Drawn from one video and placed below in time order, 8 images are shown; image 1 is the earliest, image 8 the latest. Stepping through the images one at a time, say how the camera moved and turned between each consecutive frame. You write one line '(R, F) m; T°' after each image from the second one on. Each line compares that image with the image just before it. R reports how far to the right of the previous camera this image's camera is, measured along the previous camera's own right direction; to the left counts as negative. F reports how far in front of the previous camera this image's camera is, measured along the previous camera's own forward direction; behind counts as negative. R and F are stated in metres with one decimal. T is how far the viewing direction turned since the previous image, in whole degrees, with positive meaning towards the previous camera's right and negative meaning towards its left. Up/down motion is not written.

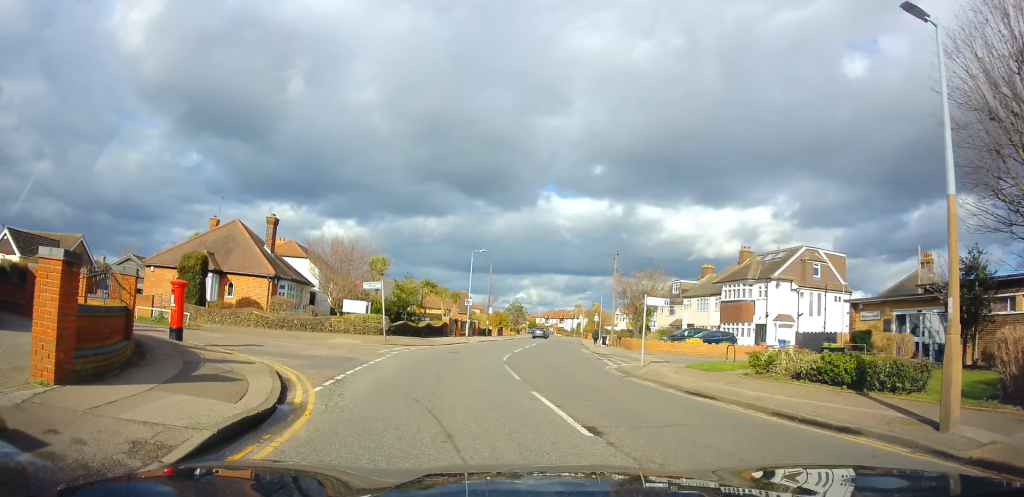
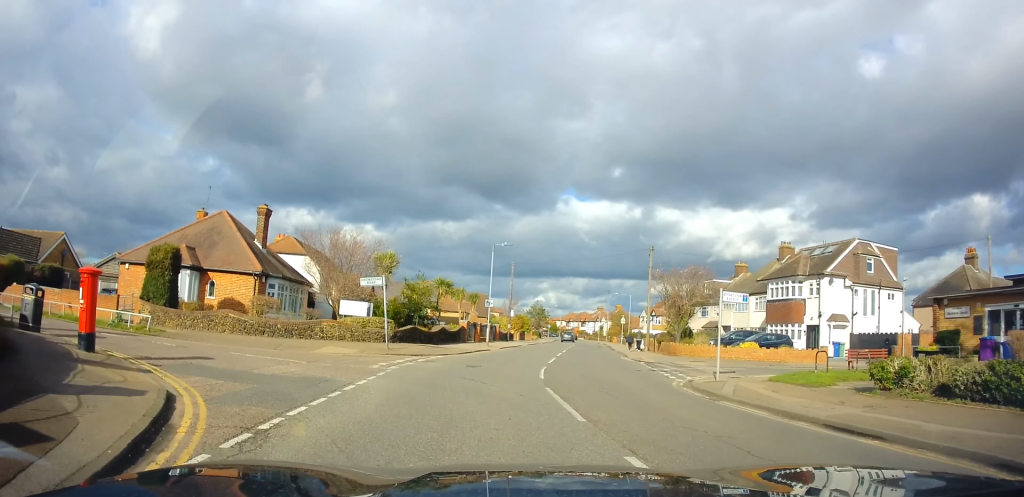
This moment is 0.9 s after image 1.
(+0.2, +4.7) m; -3°
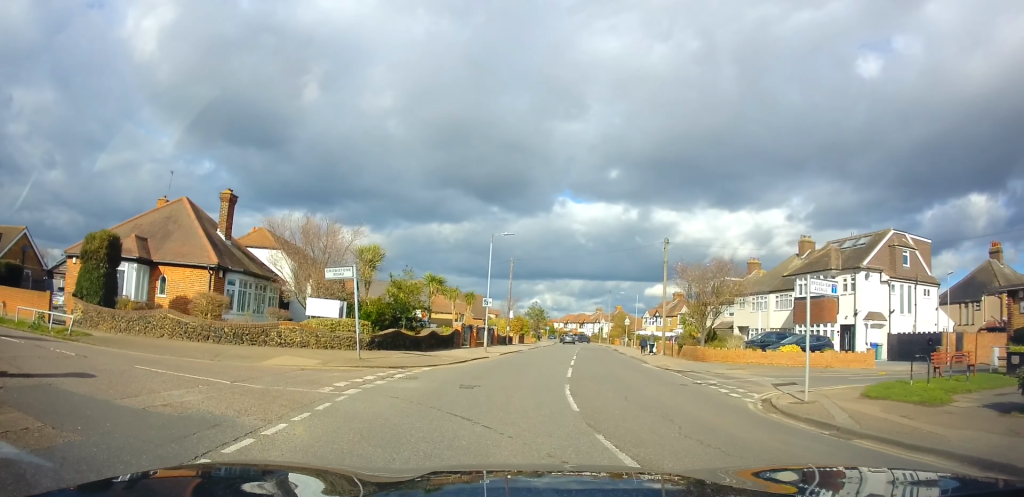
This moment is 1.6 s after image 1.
(-0.5, +4.5) m; +1°
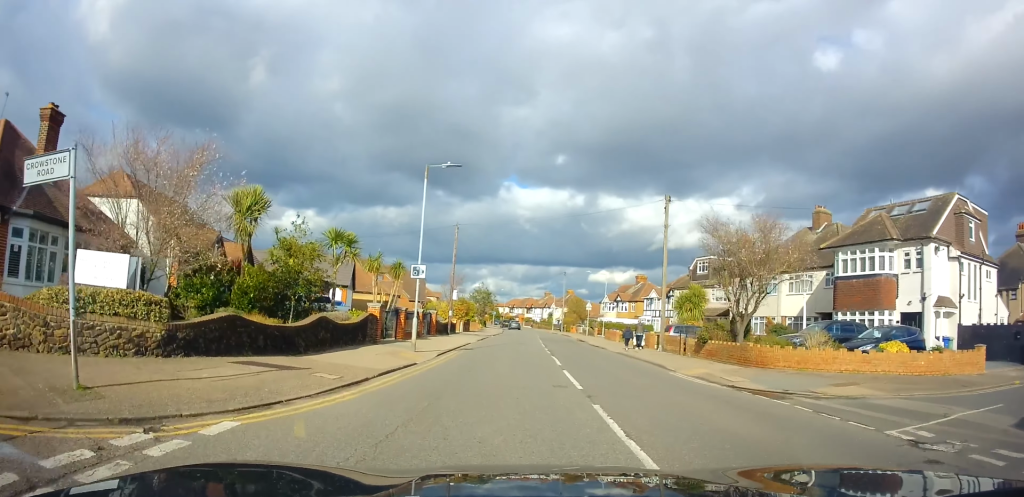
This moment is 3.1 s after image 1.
(+1.0, +10.6) m; +6°
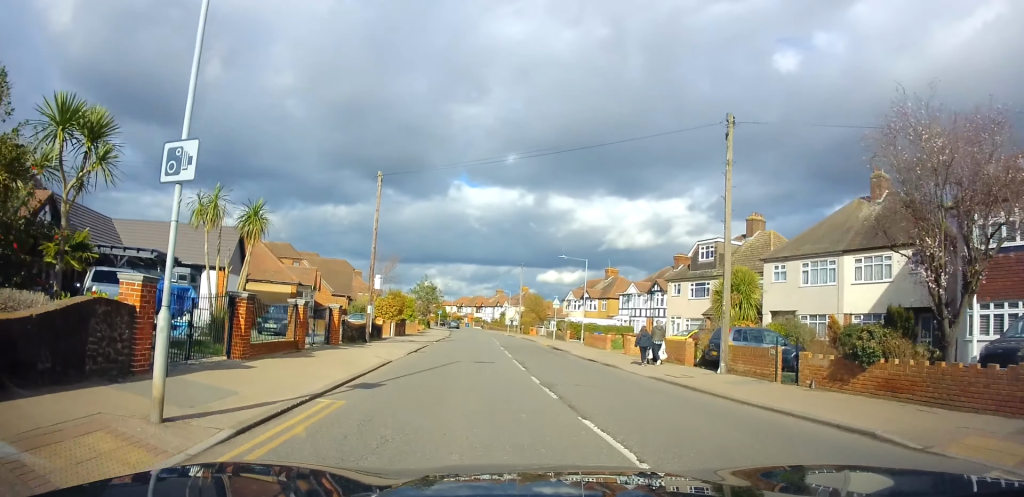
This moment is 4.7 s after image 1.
(0.0, +12.5) m; +4°
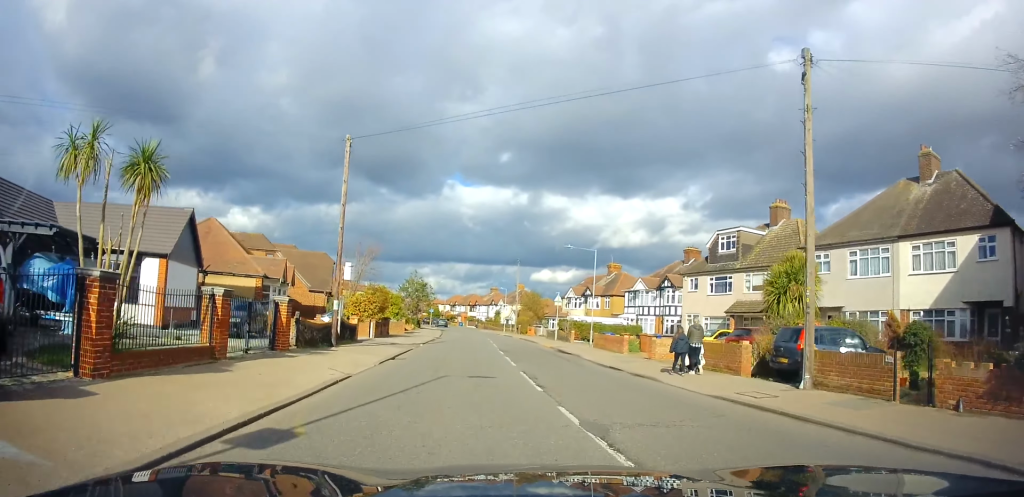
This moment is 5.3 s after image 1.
(+0.3, +5.0) m; +1°
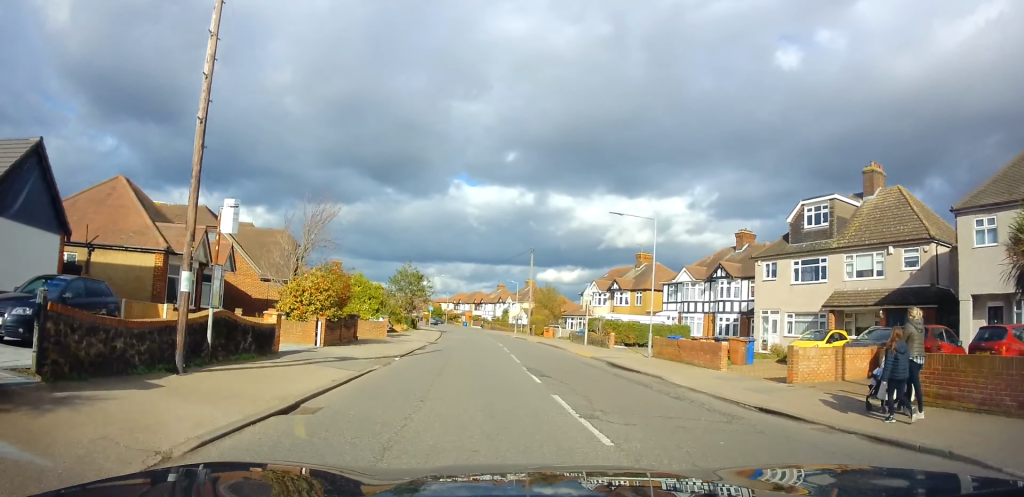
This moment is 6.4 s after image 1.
(+0.1, +10.7) m; -1°
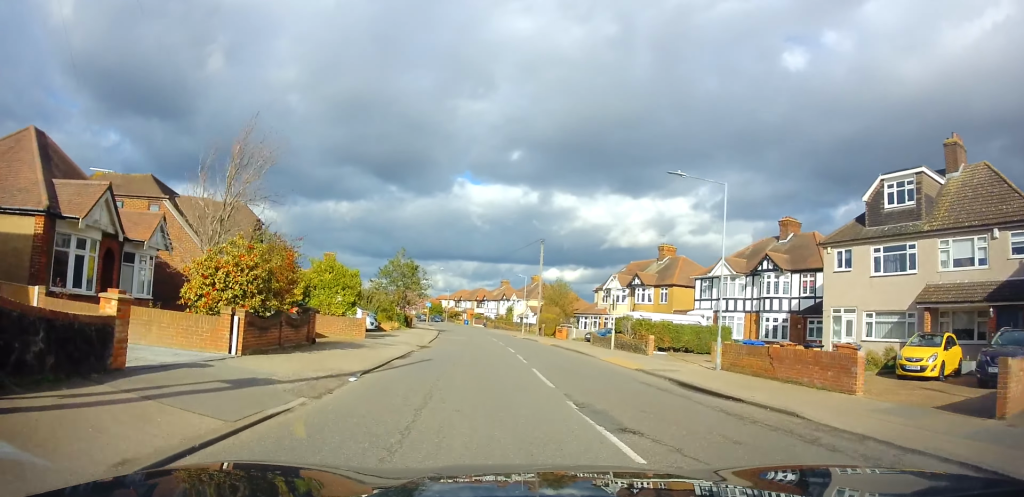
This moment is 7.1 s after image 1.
(-0.1, +6.8) m; -1°
